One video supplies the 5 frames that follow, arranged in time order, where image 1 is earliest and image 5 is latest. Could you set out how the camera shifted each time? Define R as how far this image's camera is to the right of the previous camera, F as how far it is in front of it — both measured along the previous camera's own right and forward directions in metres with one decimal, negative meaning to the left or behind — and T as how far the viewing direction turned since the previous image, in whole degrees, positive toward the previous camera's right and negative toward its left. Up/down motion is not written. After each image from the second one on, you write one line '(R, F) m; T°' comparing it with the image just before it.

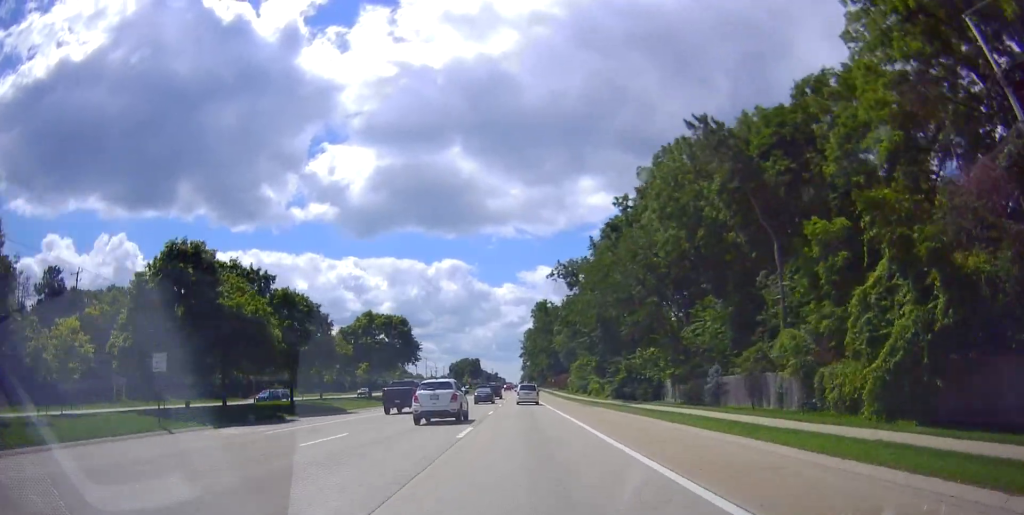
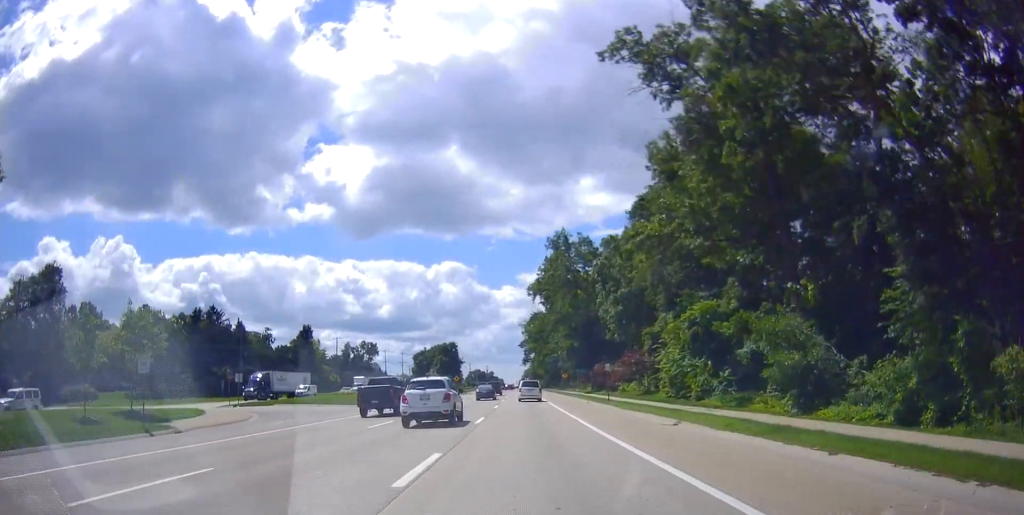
(0.0, +68.2) m; 0°
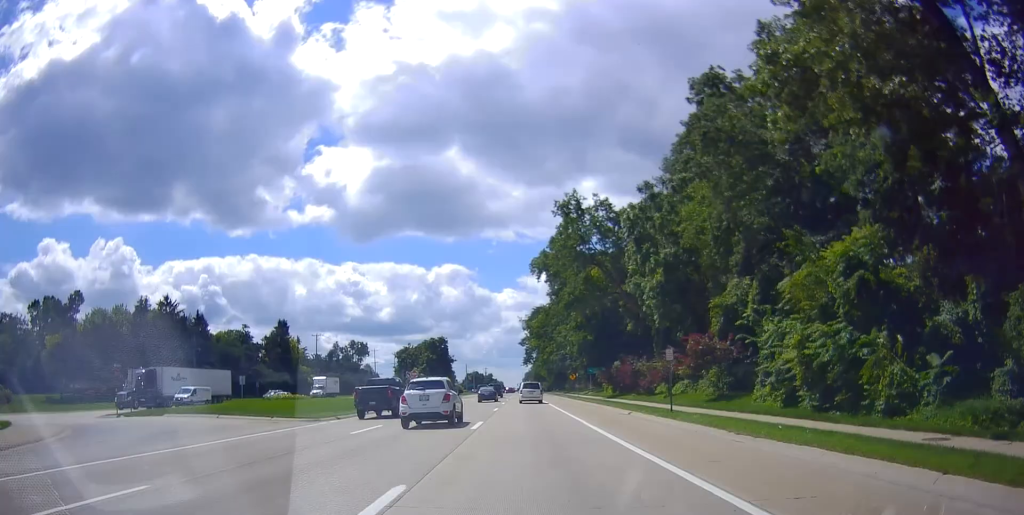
(-0.1, +17.6) m; 0°
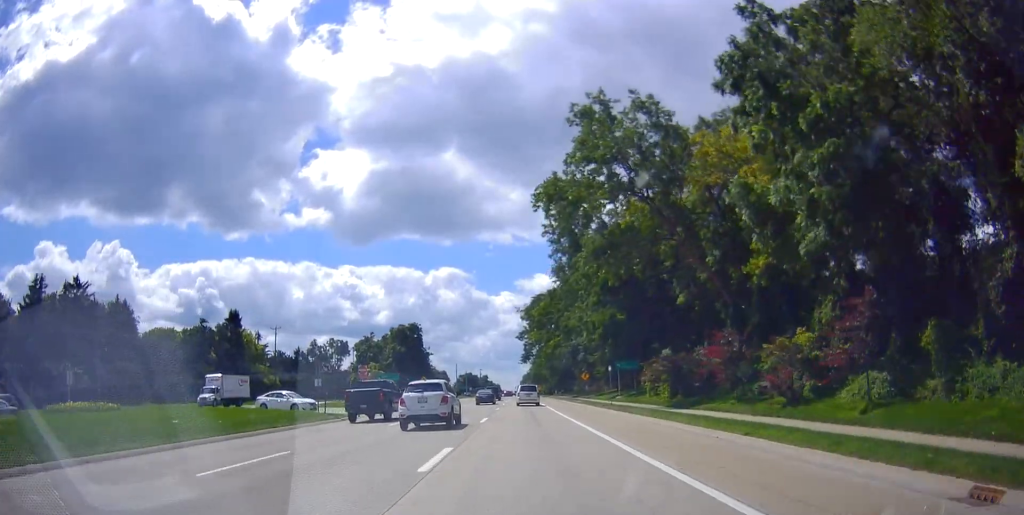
(+0.5, +25.0) m; +1°
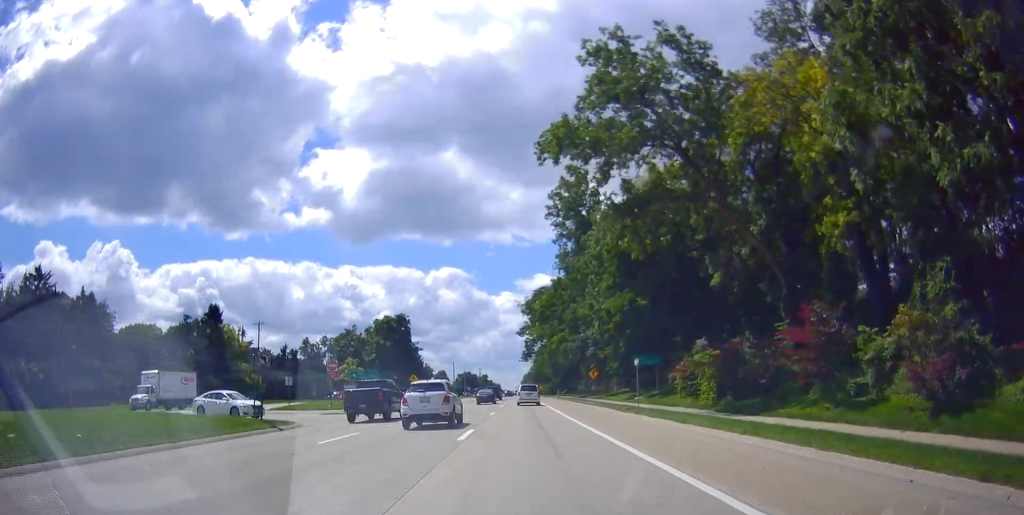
(+0.2, +9.1) m; 0°
